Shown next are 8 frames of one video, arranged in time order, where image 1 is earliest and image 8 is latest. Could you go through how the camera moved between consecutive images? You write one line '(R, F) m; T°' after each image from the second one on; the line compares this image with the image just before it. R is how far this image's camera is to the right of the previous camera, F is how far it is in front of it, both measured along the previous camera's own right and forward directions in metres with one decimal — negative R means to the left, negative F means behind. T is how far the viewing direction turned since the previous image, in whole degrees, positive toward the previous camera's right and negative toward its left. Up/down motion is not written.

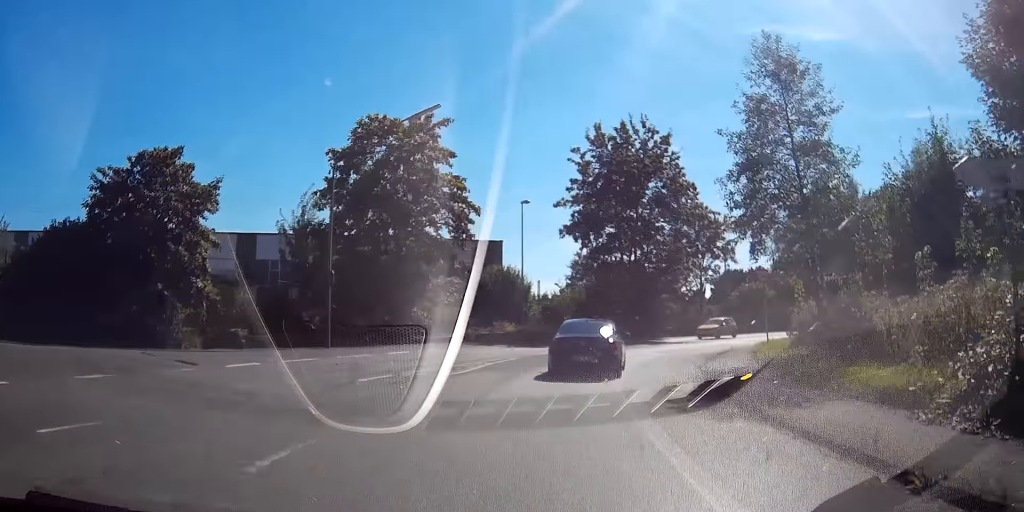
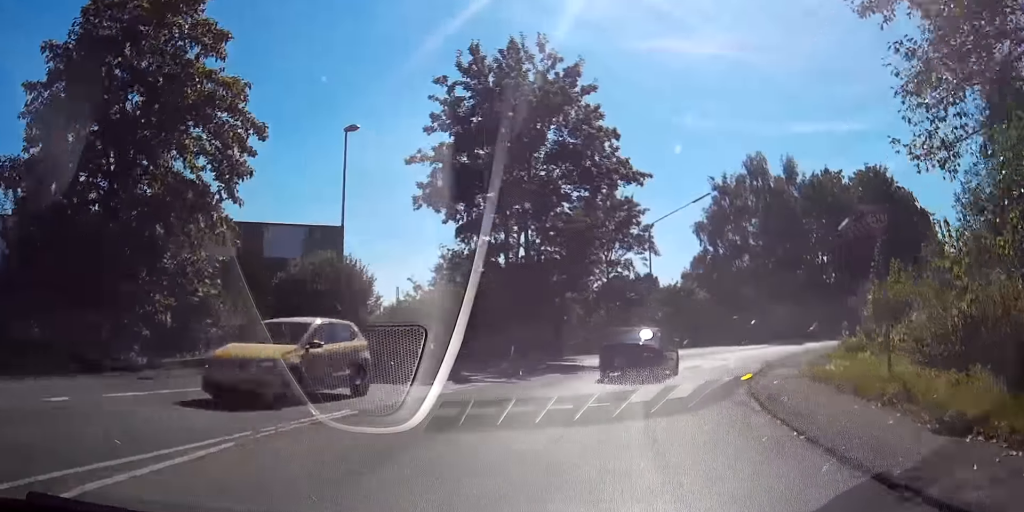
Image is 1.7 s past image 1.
(+2.7, +17.8) m; +19°
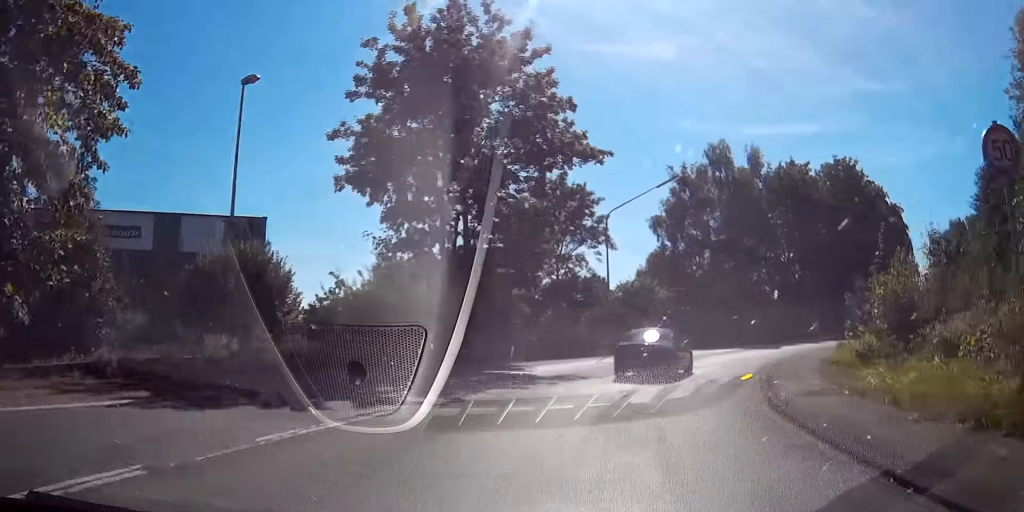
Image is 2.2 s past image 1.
(+0.4, +5.6) m; +5°
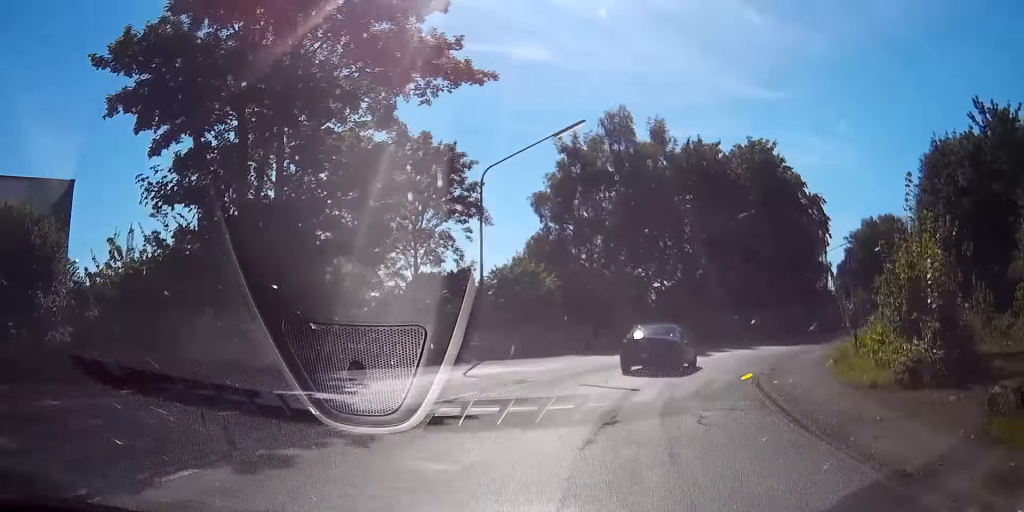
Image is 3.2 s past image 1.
(+0.8, +10.7) m; +12°
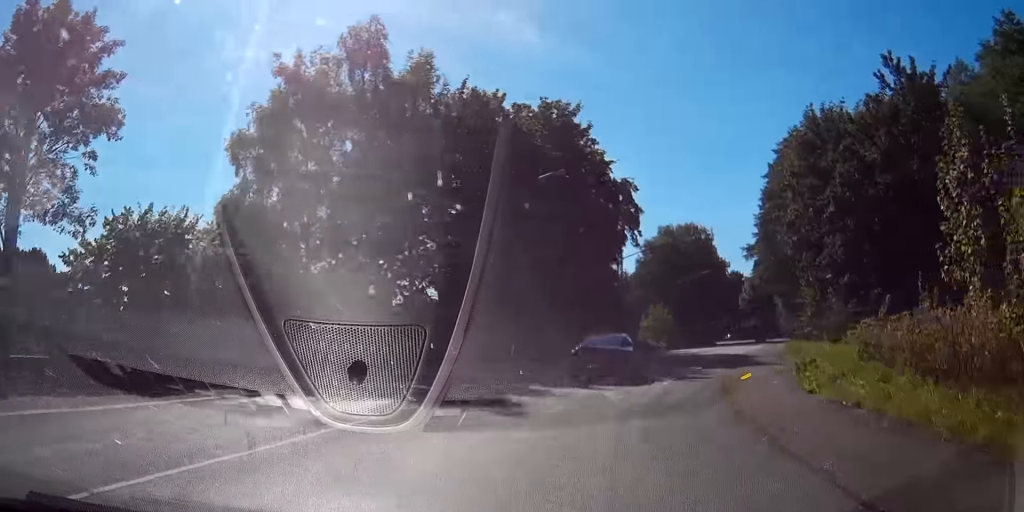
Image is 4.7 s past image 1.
(+3.3, +18.3) m; +15°
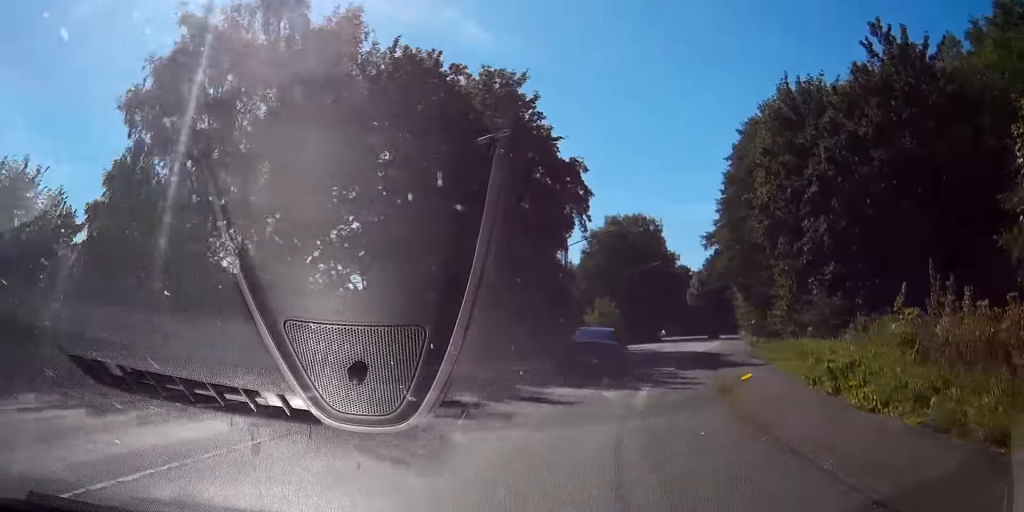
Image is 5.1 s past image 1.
(0.0, +5.9) m; +1°
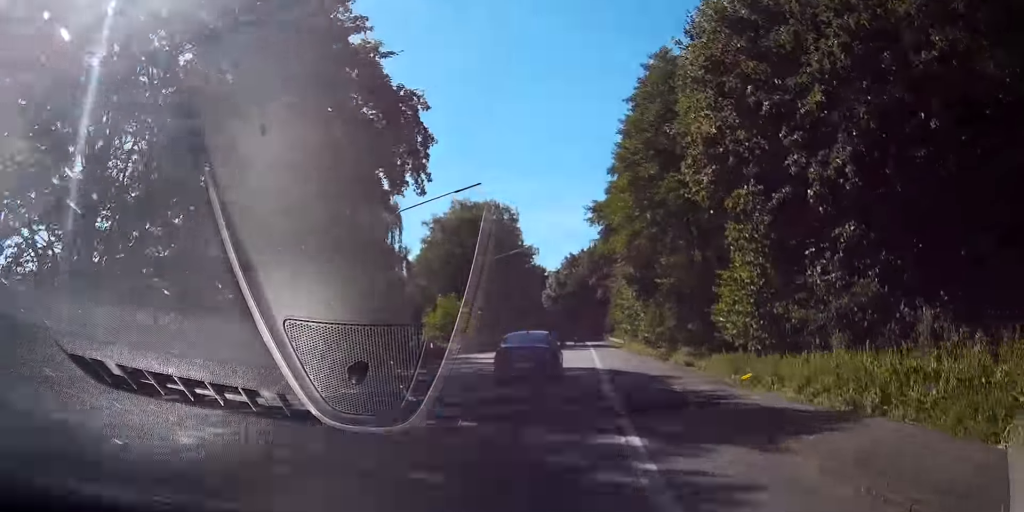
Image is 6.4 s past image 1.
(+0.7, +17.6) m; +4°
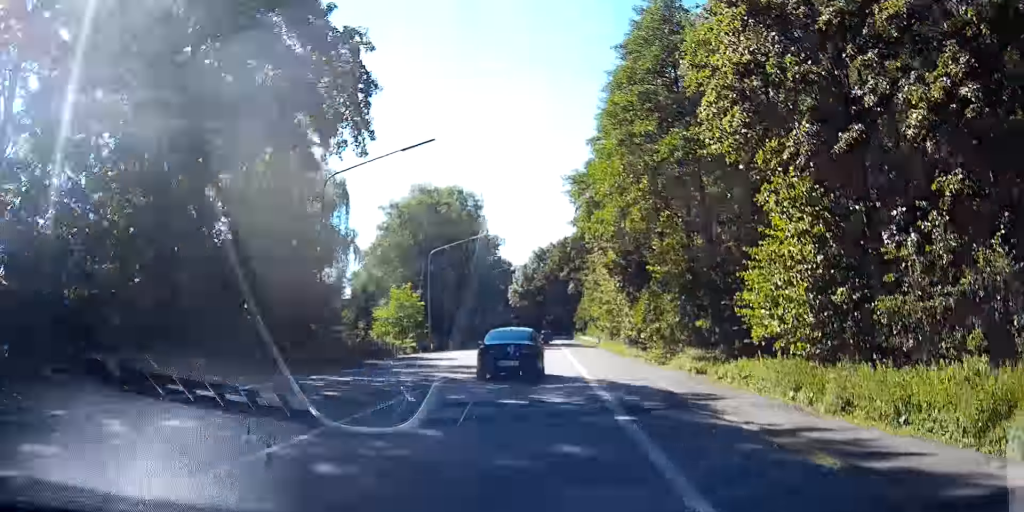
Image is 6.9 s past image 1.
(+0.1, +8.0) m; +1°
